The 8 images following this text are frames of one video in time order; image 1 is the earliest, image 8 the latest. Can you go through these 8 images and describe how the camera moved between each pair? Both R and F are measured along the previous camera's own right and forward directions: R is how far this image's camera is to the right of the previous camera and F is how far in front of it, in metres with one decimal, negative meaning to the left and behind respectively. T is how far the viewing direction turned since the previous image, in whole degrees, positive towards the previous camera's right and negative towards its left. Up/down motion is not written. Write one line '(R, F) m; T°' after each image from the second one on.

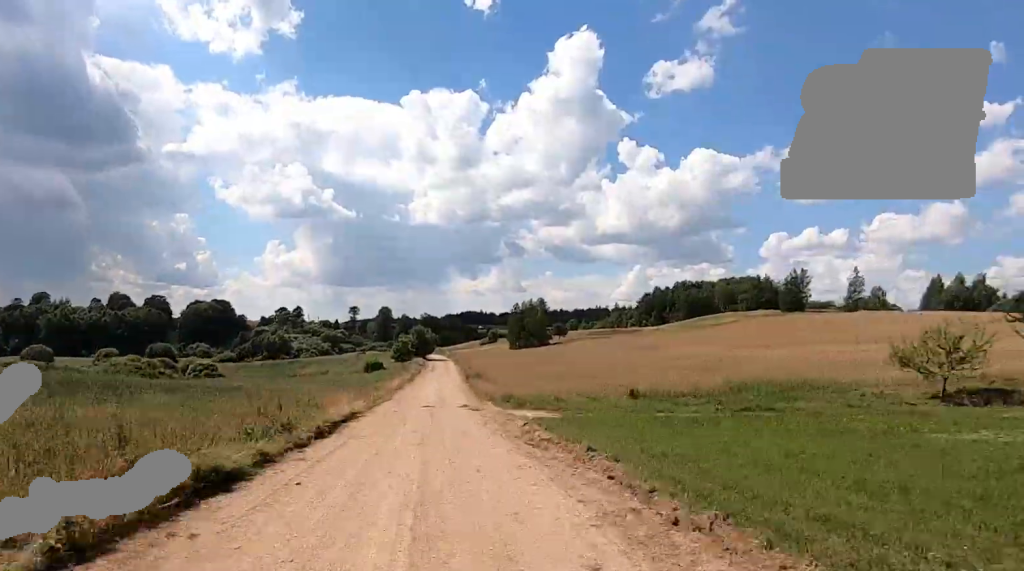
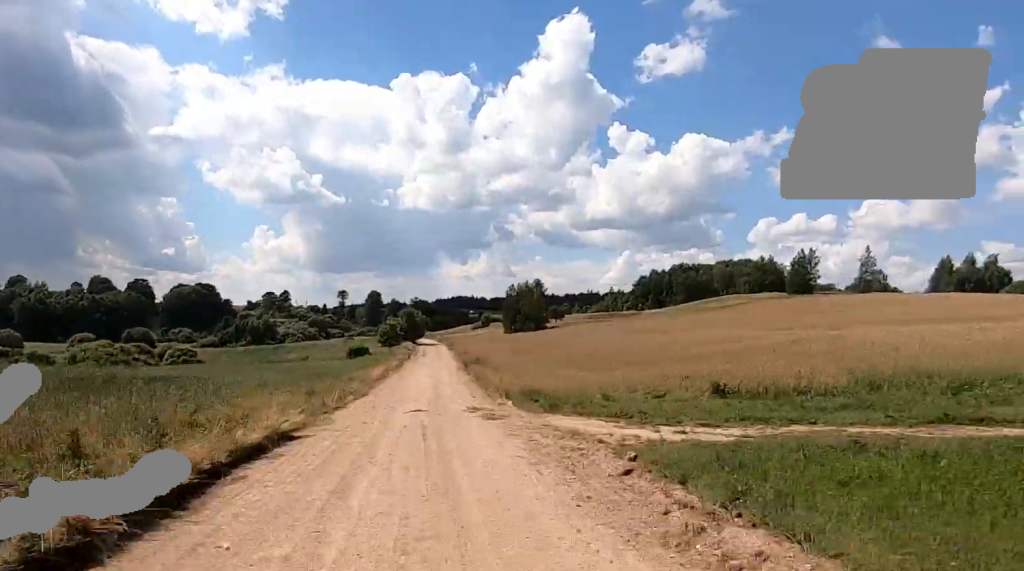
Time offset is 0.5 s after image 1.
(+0.2, +9.2) m; +1°
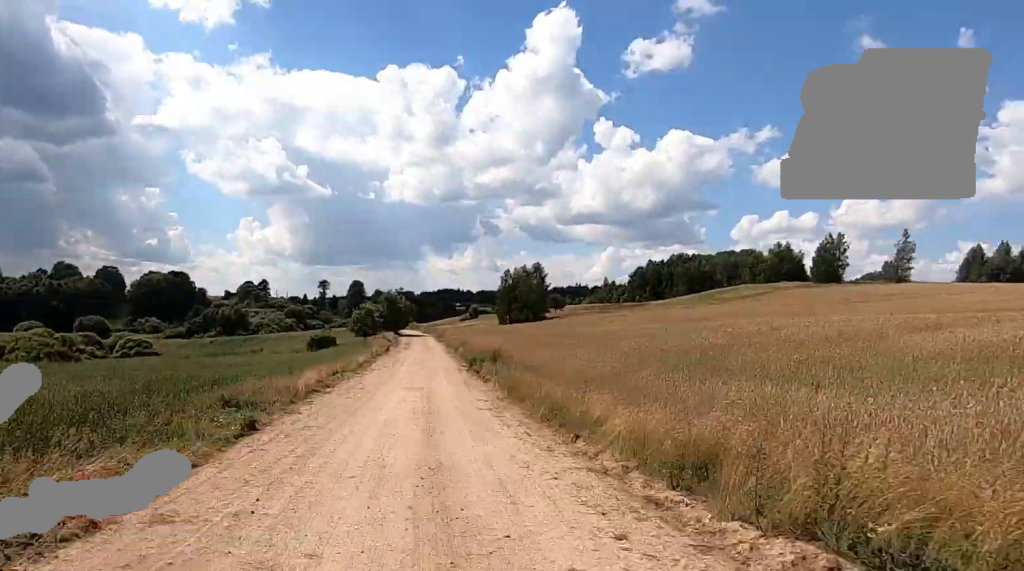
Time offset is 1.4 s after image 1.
(0.0, +18.8) m; 0°
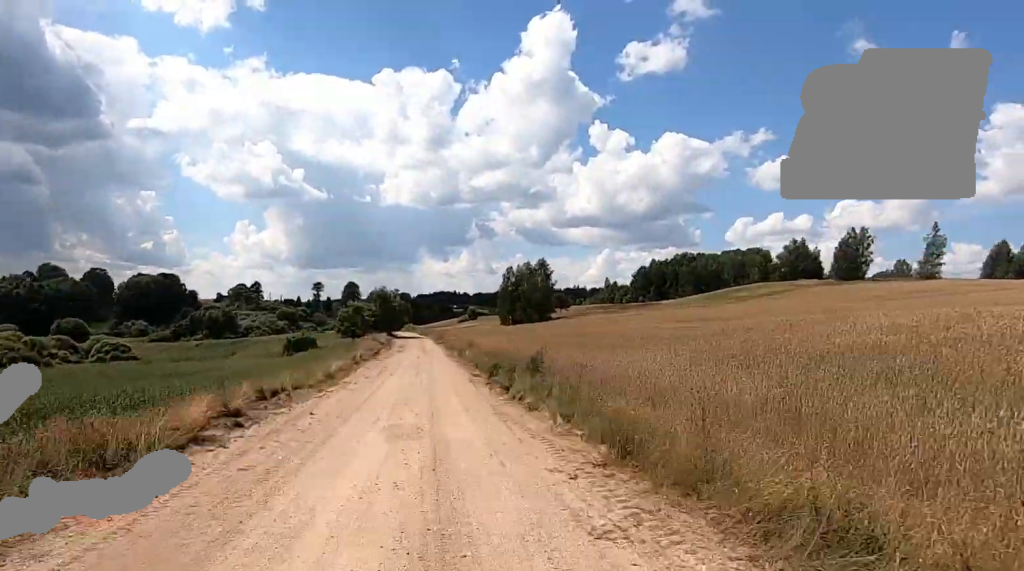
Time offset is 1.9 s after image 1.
(0.0, +9.6) m; 0°
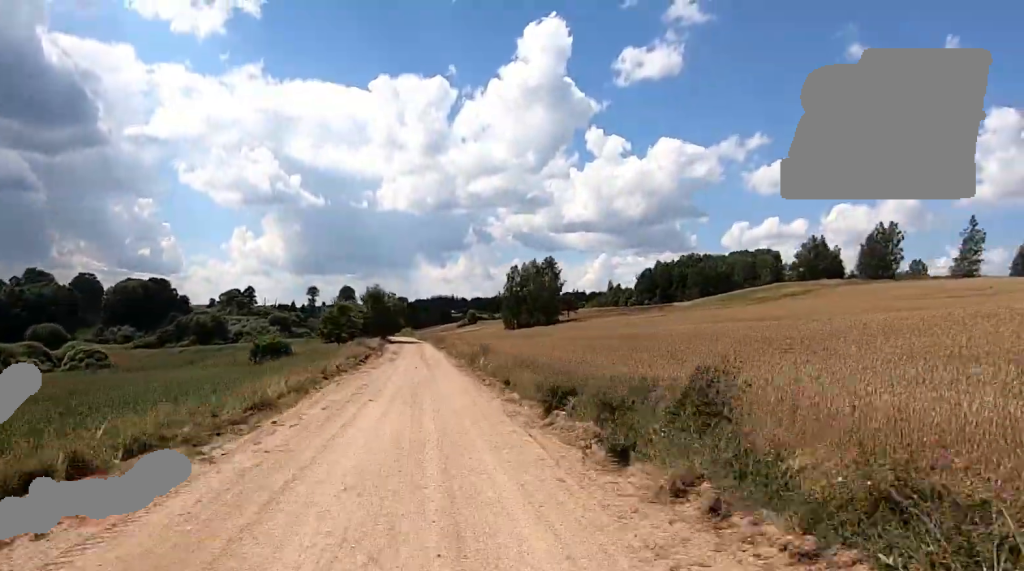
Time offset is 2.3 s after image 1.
(0.0, +9.6) m; 0°
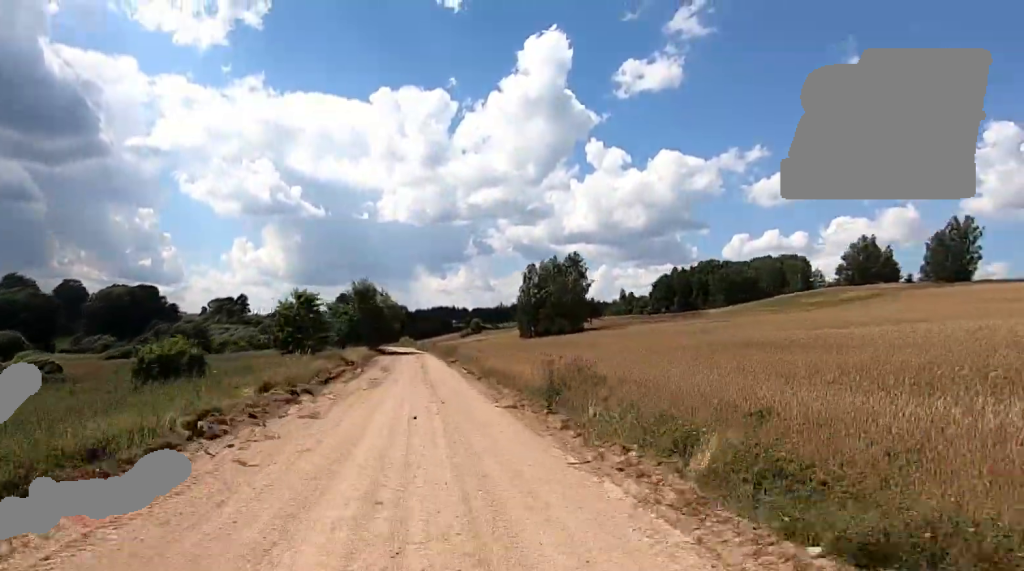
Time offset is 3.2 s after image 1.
(0.0, +17.2) m; 0°
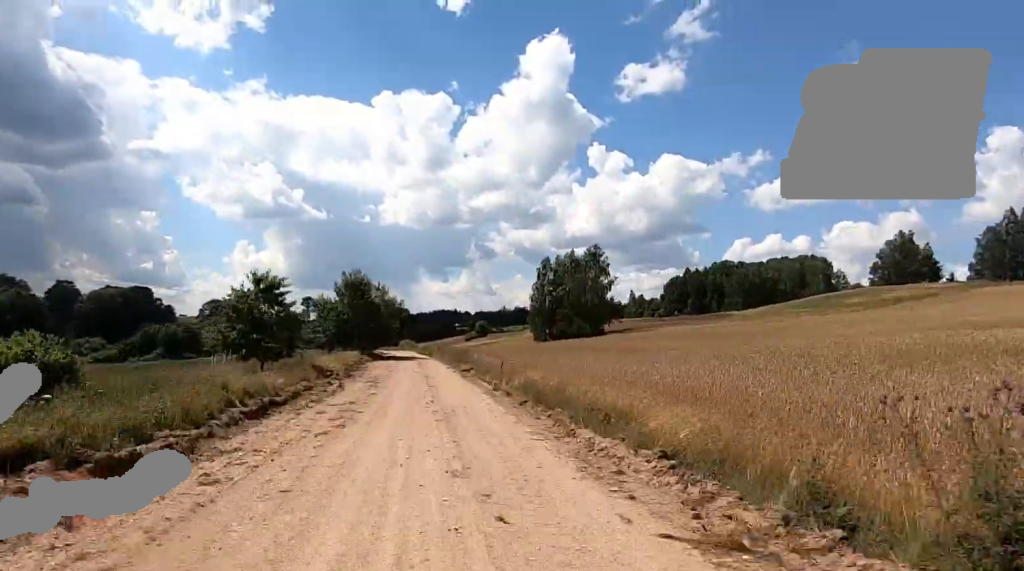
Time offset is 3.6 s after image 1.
(0.0, +9.7) m; 0°
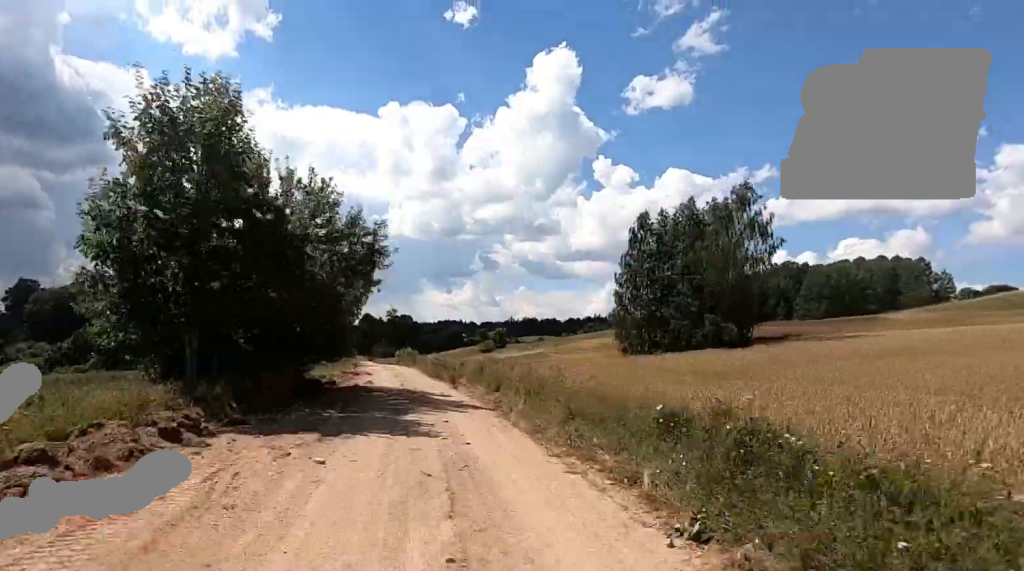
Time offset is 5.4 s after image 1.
(0.0, +37.7) m; 0°
